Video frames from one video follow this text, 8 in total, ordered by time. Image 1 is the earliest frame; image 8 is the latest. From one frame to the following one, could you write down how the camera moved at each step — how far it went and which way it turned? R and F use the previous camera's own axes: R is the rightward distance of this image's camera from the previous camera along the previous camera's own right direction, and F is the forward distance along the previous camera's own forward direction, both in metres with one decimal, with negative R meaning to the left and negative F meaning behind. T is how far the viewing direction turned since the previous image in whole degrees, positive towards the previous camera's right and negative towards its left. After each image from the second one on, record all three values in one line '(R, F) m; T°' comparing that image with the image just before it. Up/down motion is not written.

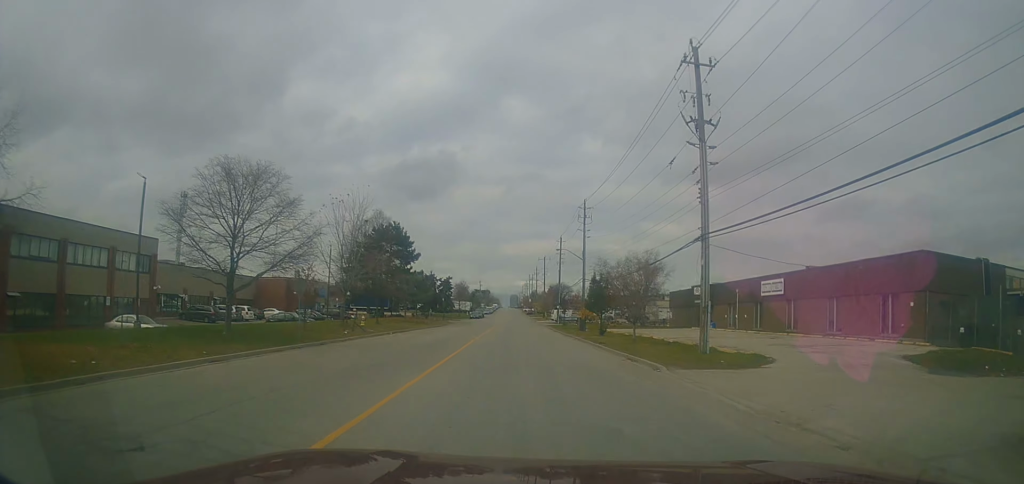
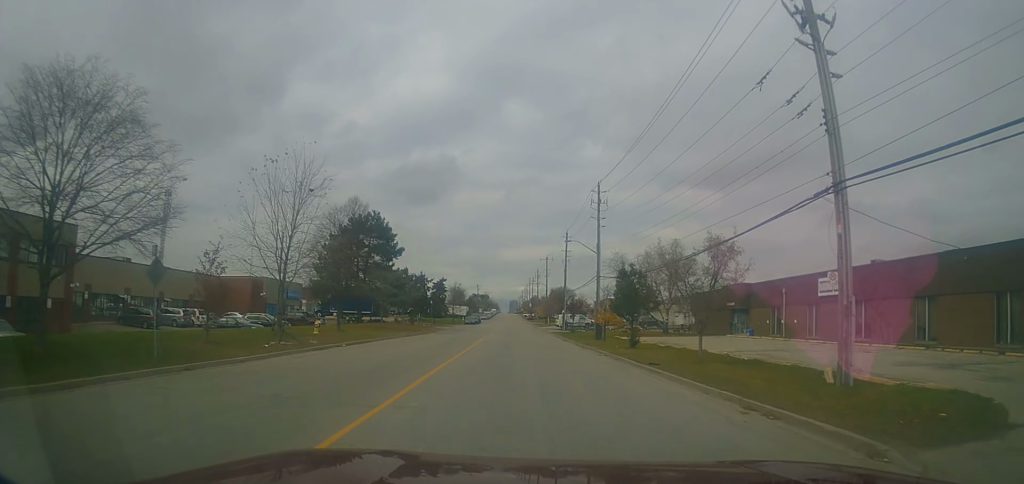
(+0.3, +11.3) m; +3°
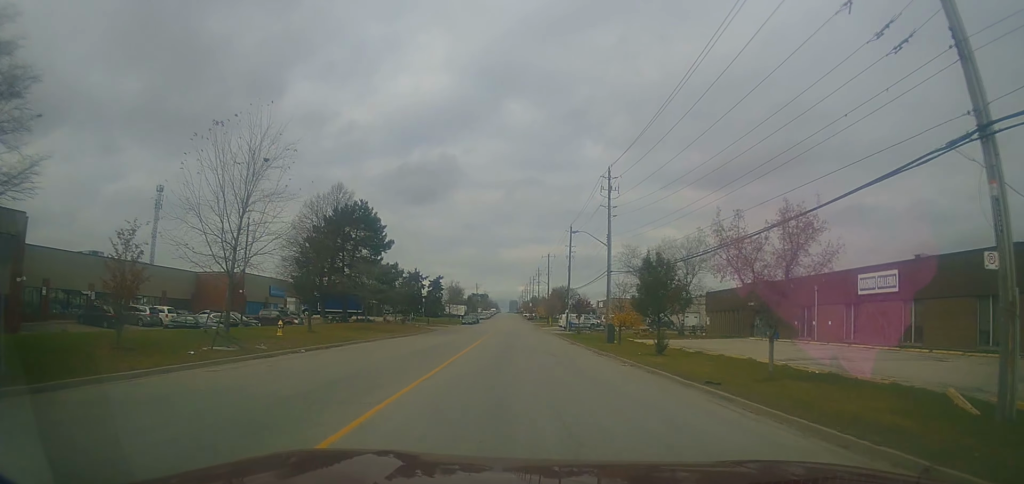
(+0.2, +5.8) m; +1°
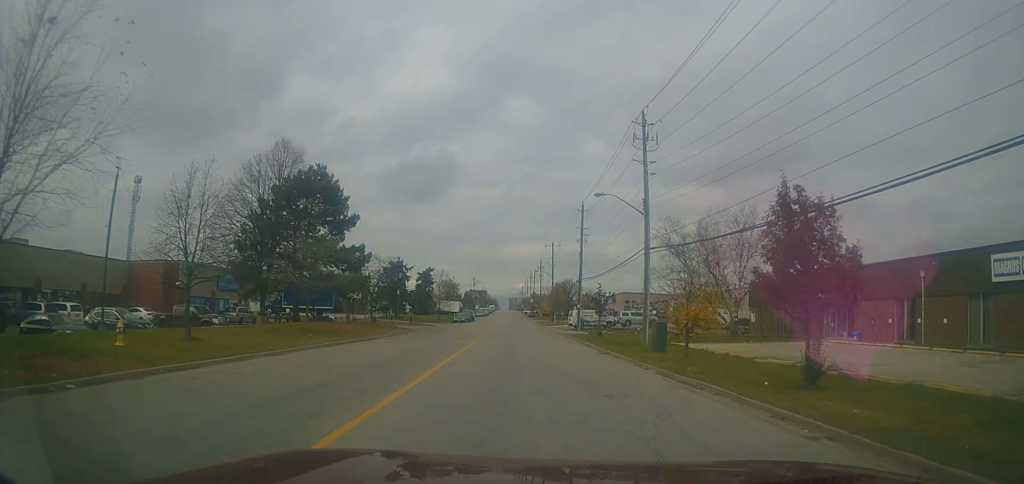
(0.0, +13.9) m; -2°
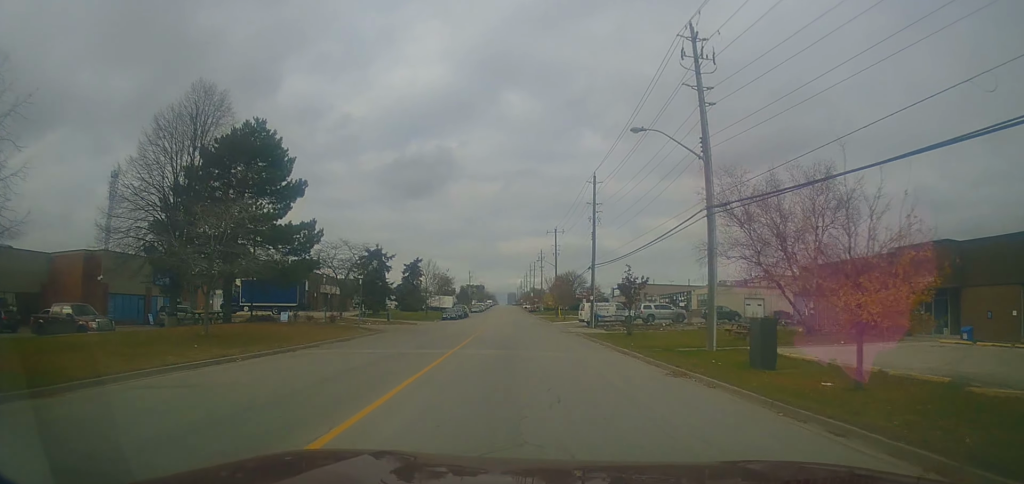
(-0.5, +12.0) m; -1°
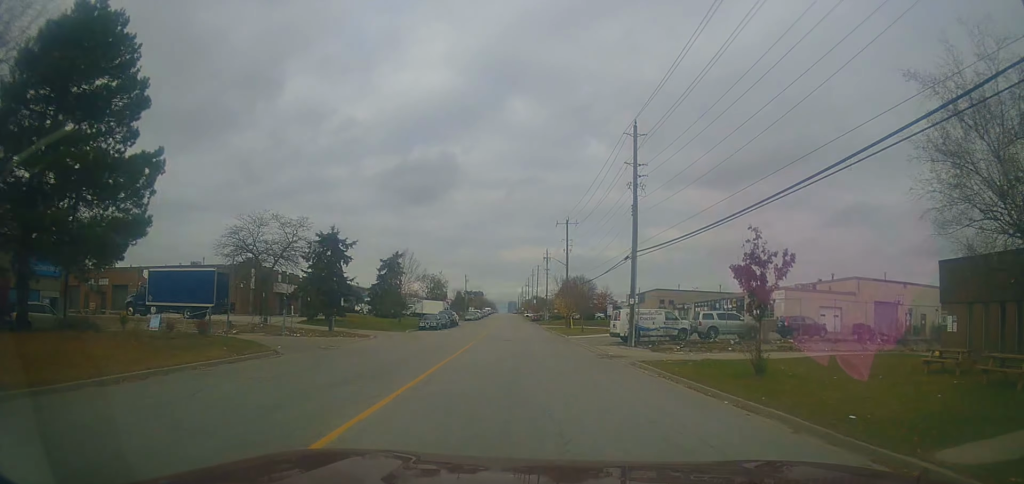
(+0.6, +18.1) m; +3°
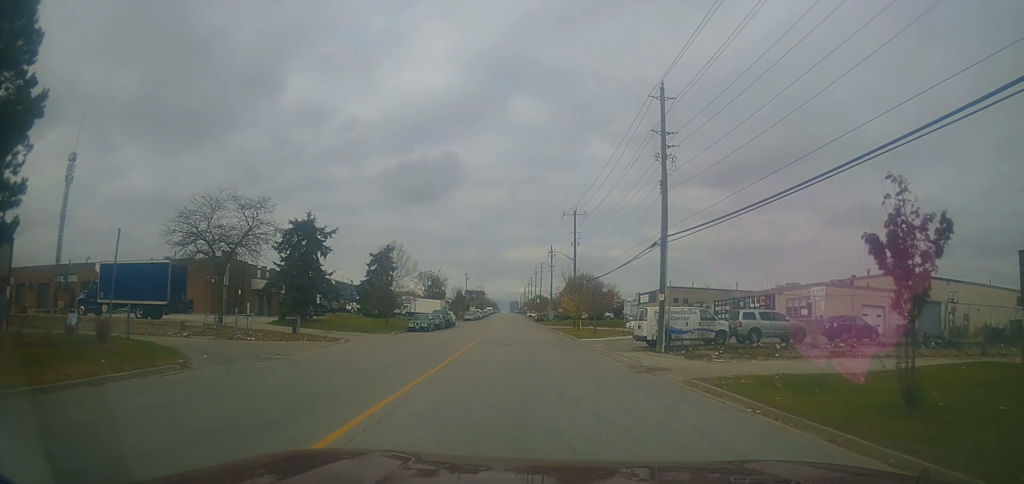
(+0.2, +6.8) m; 0°
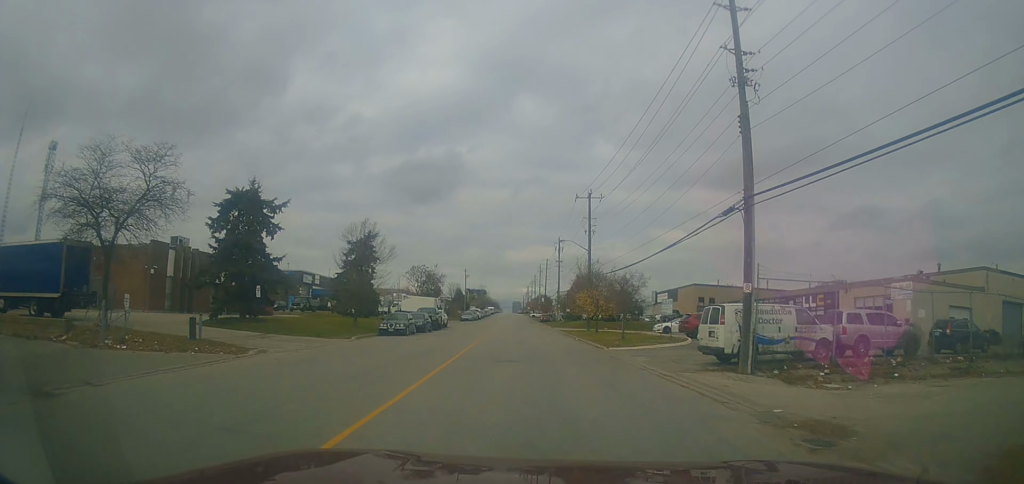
(-0.3, +10.7) m; -1°
